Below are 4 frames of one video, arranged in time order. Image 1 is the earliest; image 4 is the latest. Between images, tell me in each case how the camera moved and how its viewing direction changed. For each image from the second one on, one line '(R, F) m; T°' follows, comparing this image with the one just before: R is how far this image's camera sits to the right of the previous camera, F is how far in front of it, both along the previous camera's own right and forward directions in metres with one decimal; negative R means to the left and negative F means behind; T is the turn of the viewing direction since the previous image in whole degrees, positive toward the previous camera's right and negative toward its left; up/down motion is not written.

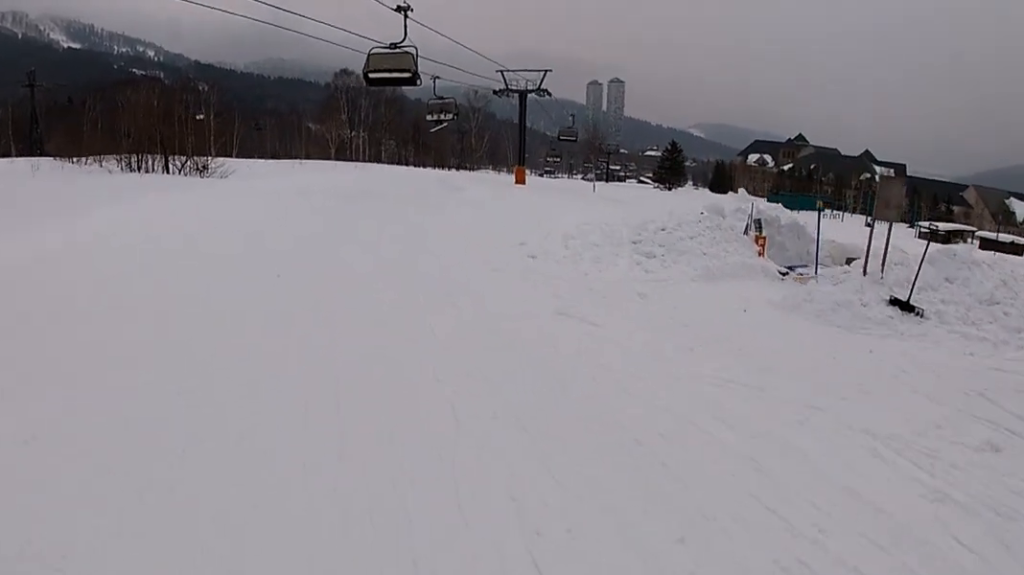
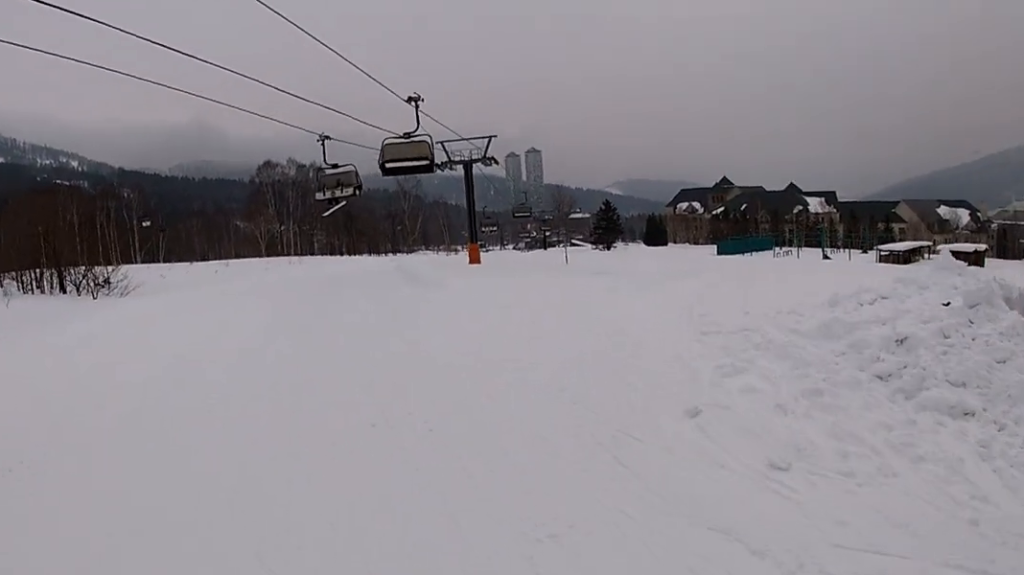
(+0.3, +7.3) m; +3°
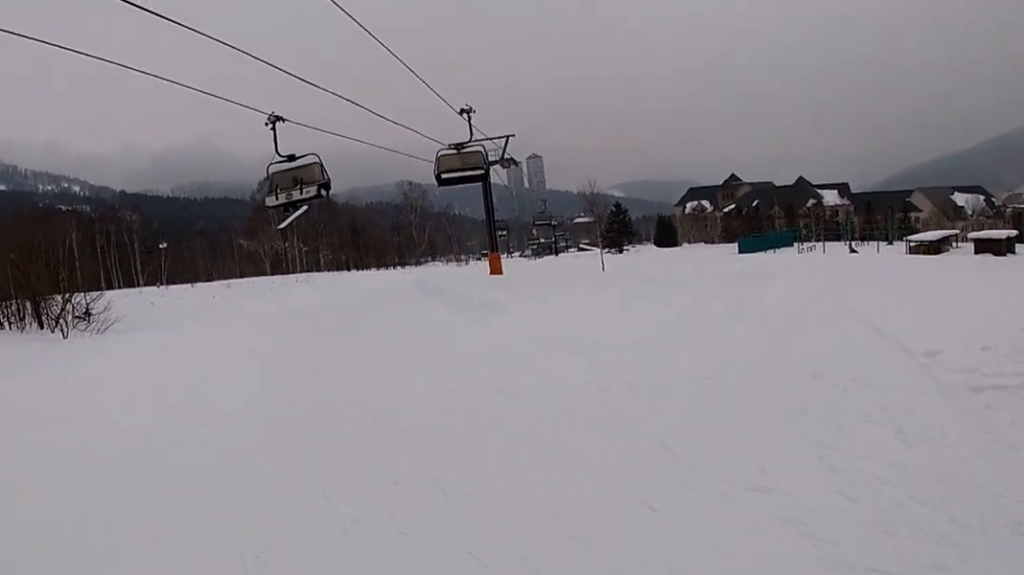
(0.0, +3.9) m; +5°
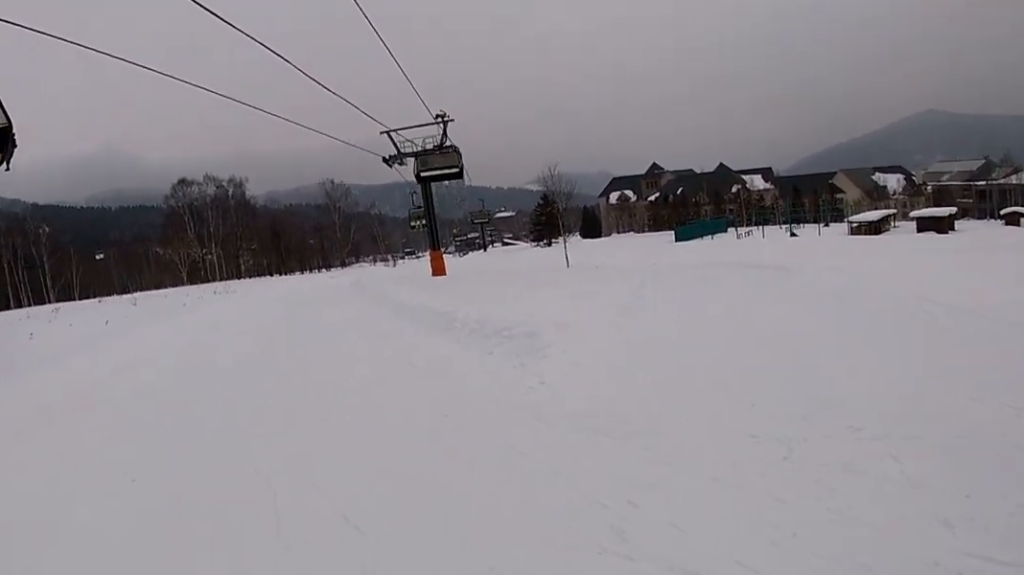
(+0.5, +5.4) m; +5°
